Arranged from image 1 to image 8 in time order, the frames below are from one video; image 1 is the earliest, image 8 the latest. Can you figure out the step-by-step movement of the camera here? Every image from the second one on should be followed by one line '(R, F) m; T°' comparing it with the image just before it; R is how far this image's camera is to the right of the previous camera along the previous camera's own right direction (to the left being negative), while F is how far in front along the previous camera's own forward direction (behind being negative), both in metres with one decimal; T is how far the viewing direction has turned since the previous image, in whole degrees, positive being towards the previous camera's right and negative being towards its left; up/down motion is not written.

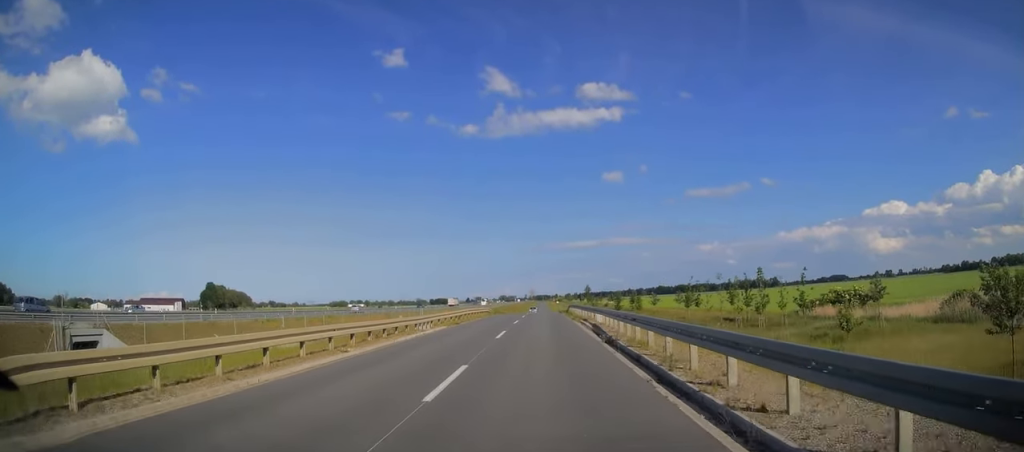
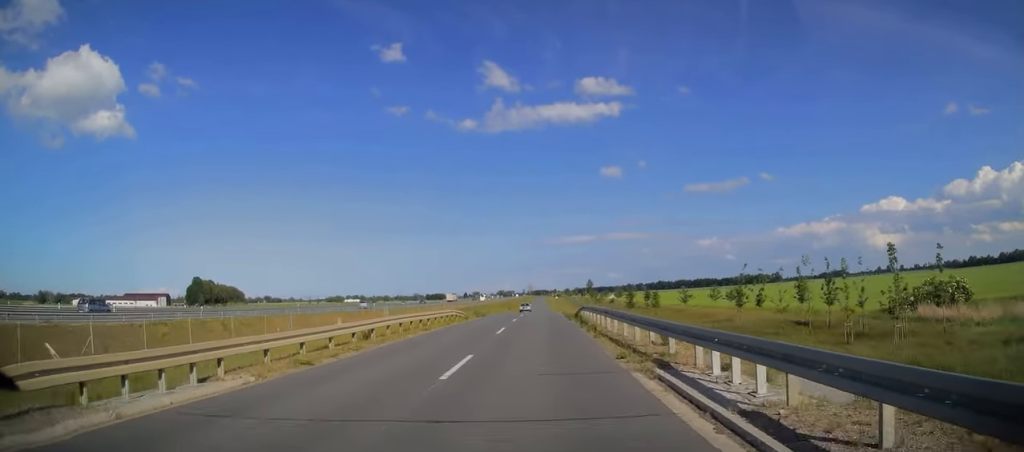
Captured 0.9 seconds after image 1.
(-0.3, +21.5) m; -1°
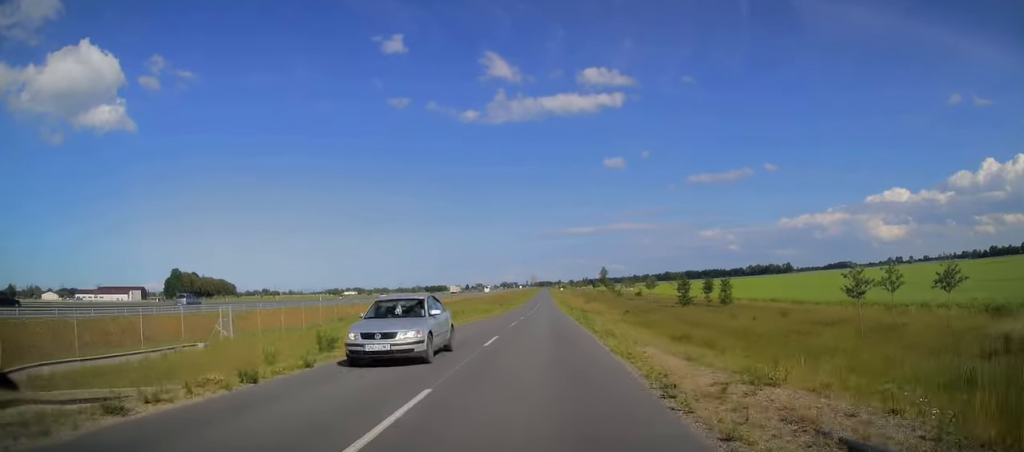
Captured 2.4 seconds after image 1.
(-0.2, +40.2) m; 0°
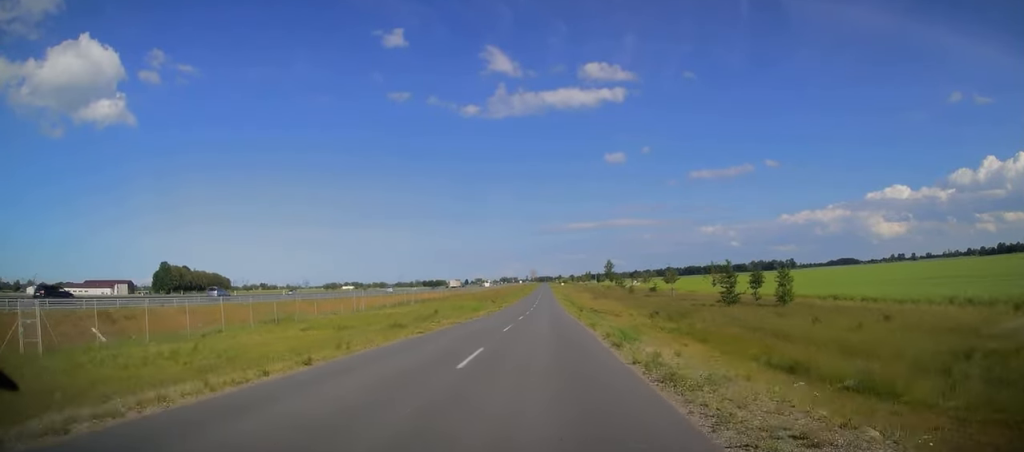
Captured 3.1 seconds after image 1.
(0.0, +16.9) m; 0°
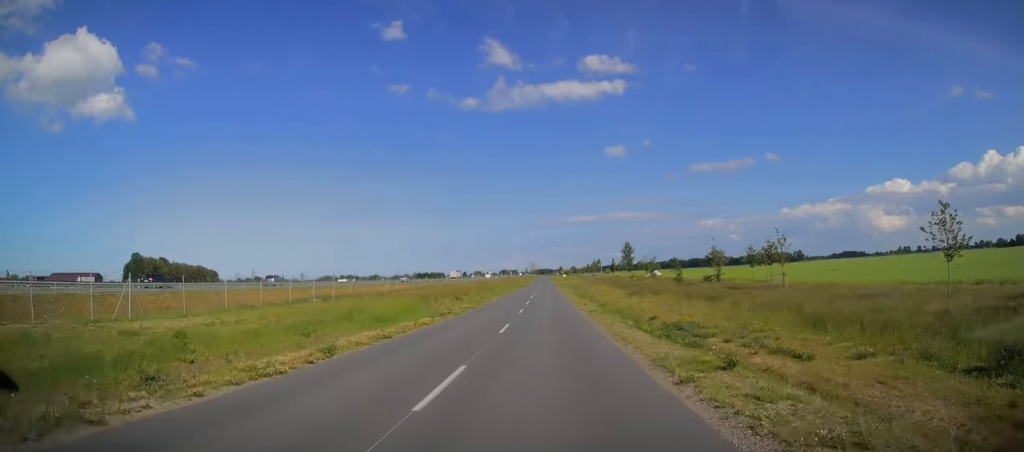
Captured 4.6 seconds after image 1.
(+0.4, +39.2) m; +1°
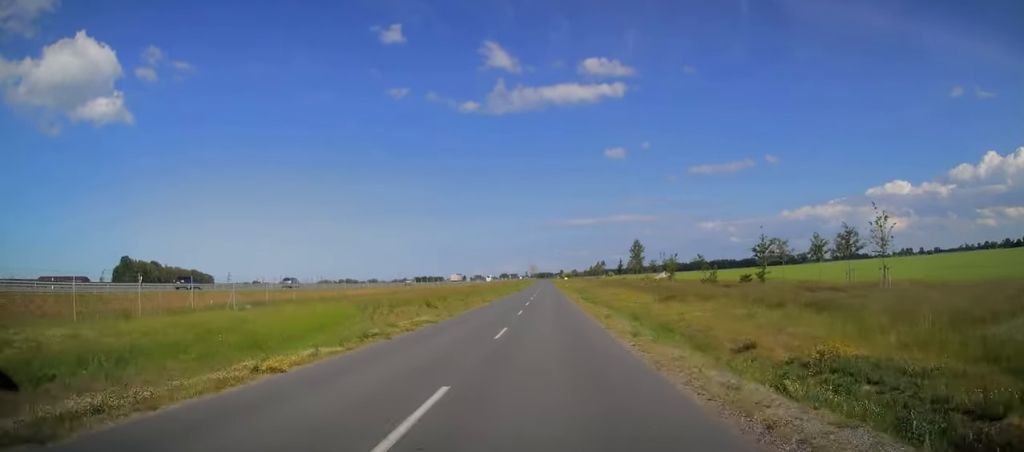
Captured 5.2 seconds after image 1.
(+0.2, +14.1) m; 0°
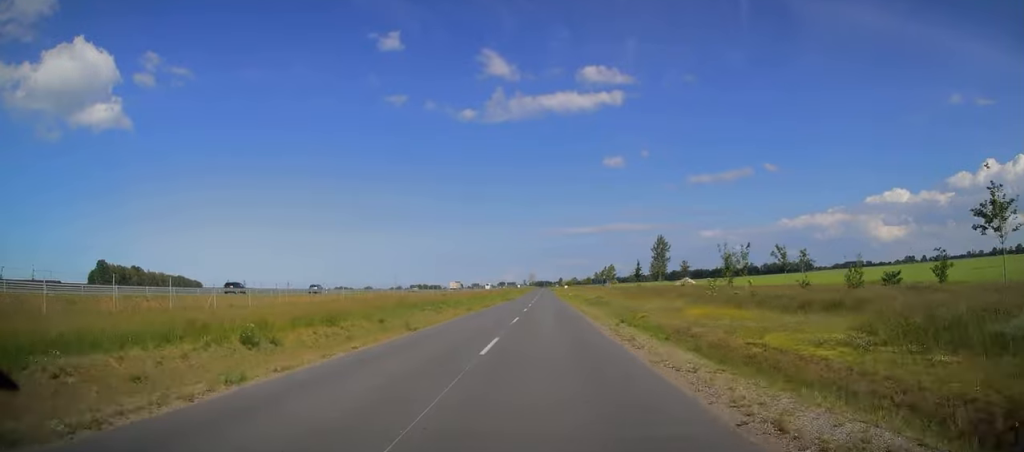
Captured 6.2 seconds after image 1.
(-0.4, +26.9) m; -1°
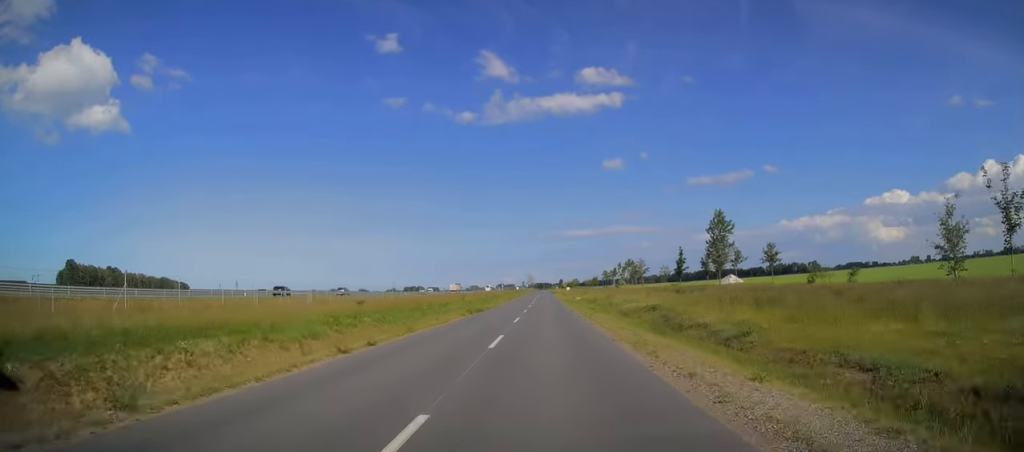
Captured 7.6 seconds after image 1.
(+0.1, +33.5) m; +1°
